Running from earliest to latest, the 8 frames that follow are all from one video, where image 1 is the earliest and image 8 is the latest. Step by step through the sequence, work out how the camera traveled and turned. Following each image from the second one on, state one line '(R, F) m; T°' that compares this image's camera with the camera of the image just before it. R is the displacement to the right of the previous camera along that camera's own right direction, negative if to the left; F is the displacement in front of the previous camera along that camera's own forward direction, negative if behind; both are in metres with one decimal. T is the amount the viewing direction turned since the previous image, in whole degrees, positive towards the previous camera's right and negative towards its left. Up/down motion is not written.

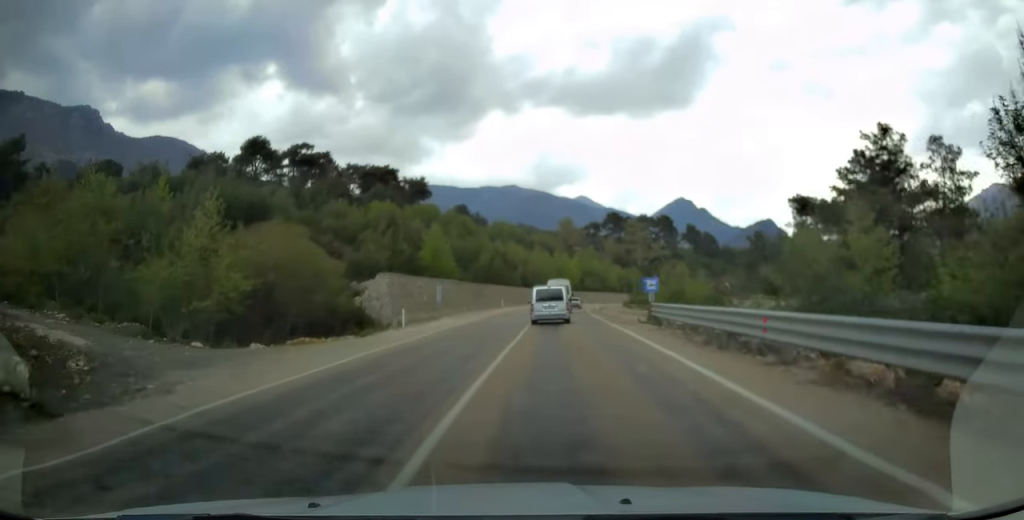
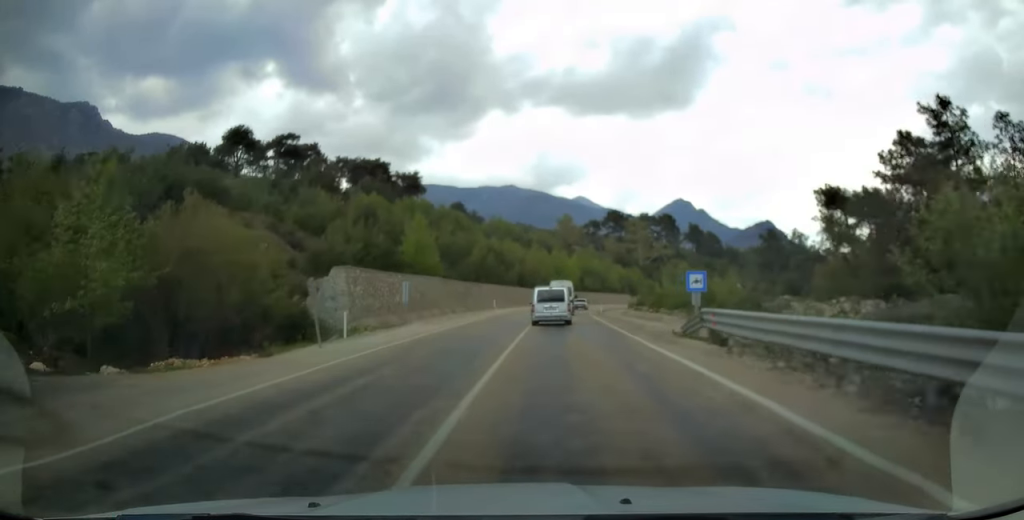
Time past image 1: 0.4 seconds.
(0.0, +8.2) m; 0°
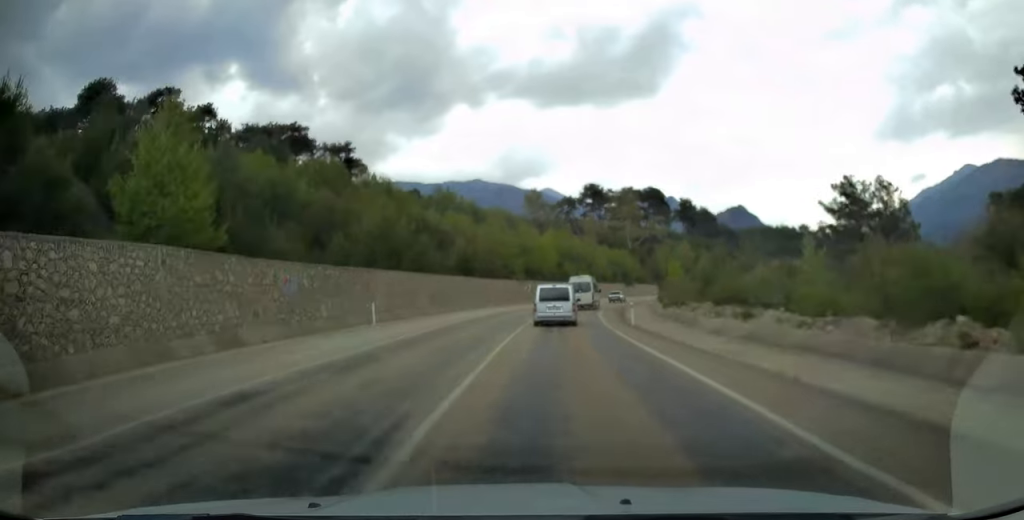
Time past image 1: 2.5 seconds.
(+0.5, +38.9) m; +2°
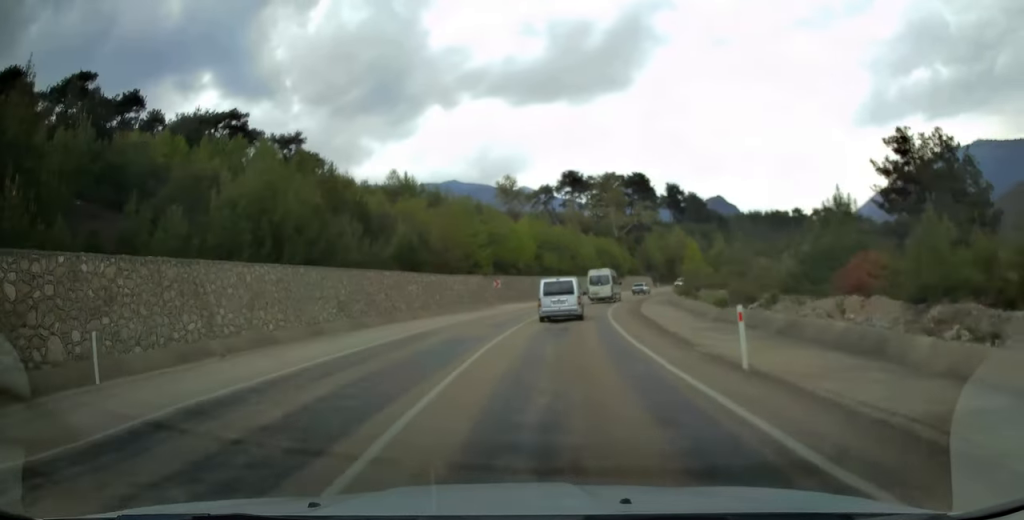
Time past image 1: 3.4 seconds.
(+0.2, +17.5) m; +2°
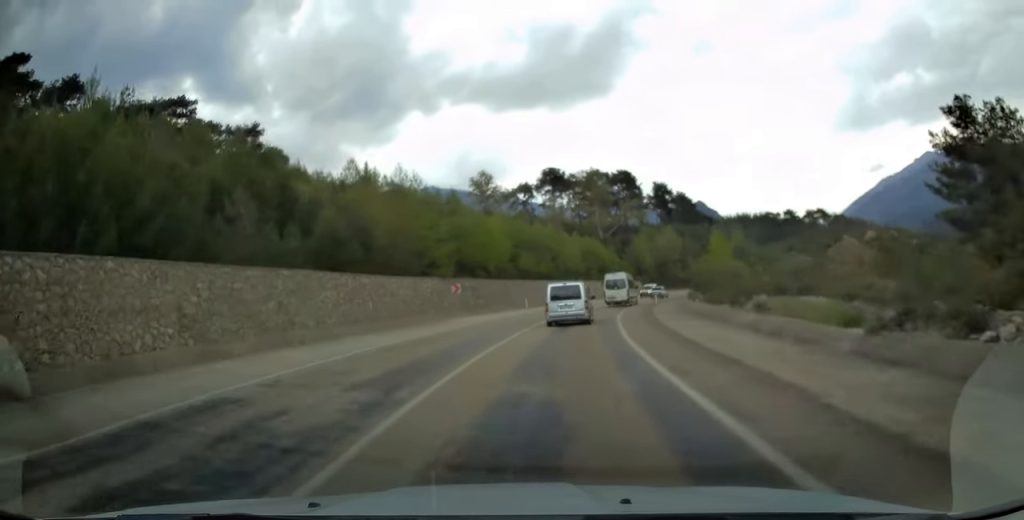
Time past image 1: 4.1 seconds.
(+0.3, +12.8) m; +2°
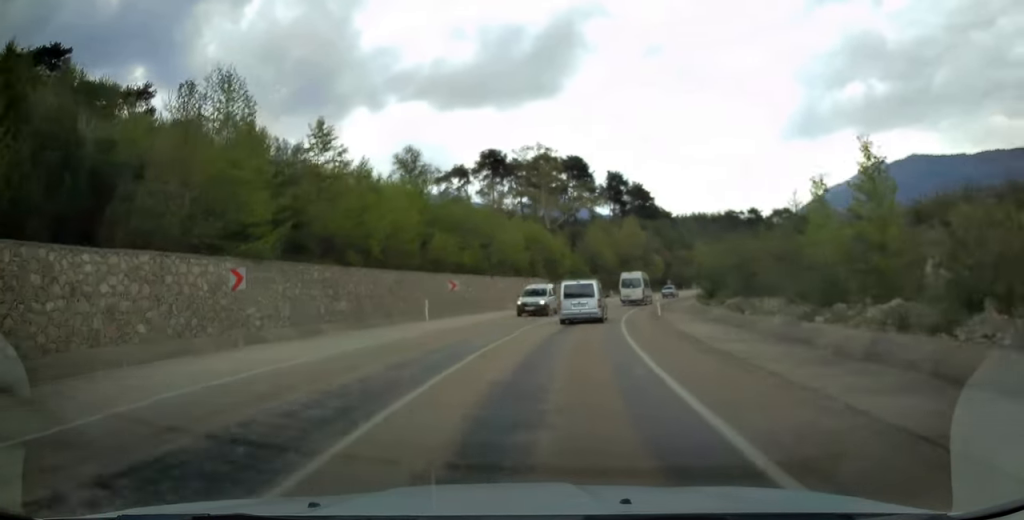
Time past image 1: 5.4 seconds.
(+0.8, +23.3) m; +5°
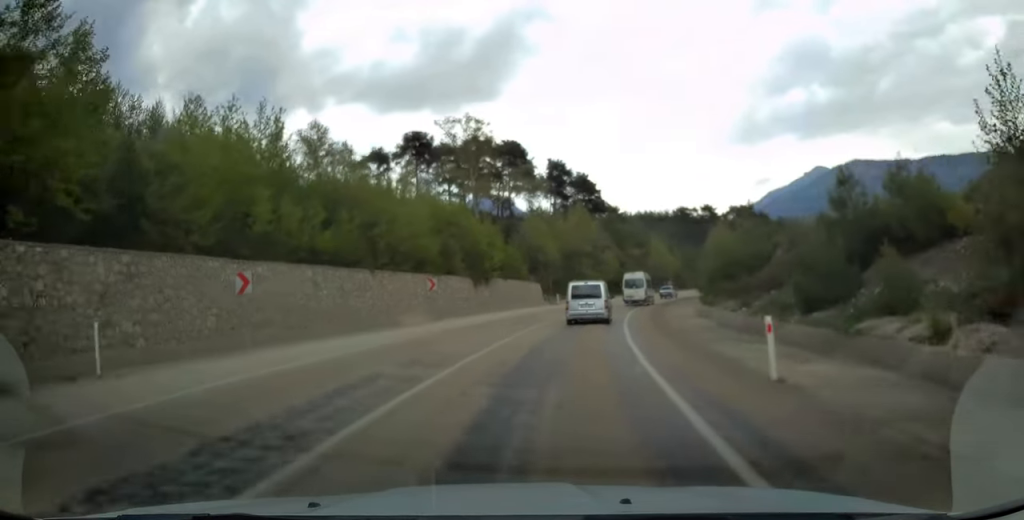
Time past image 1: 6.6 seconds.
(+1.2, +20.4) m; +6°
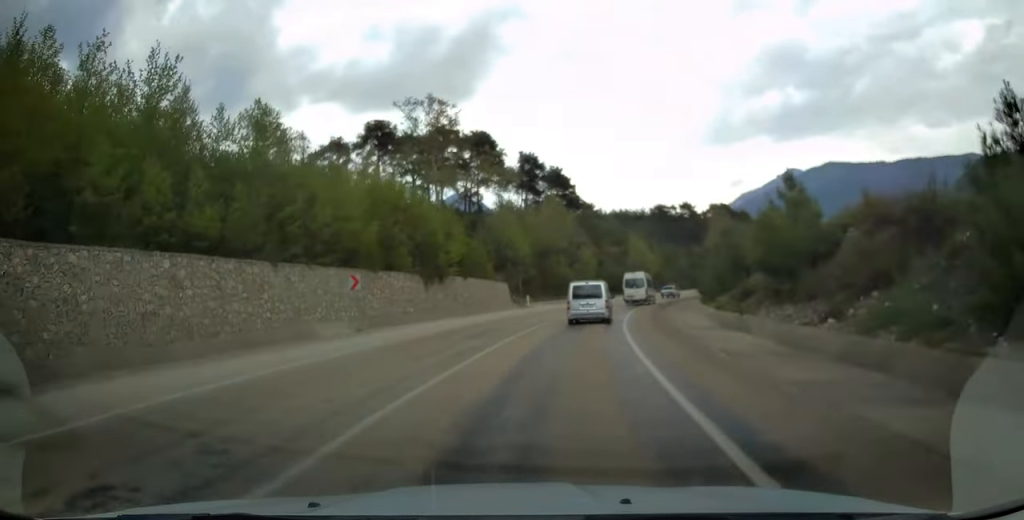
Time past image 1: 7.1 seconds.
(+0.2, +9.2) m; +3°
